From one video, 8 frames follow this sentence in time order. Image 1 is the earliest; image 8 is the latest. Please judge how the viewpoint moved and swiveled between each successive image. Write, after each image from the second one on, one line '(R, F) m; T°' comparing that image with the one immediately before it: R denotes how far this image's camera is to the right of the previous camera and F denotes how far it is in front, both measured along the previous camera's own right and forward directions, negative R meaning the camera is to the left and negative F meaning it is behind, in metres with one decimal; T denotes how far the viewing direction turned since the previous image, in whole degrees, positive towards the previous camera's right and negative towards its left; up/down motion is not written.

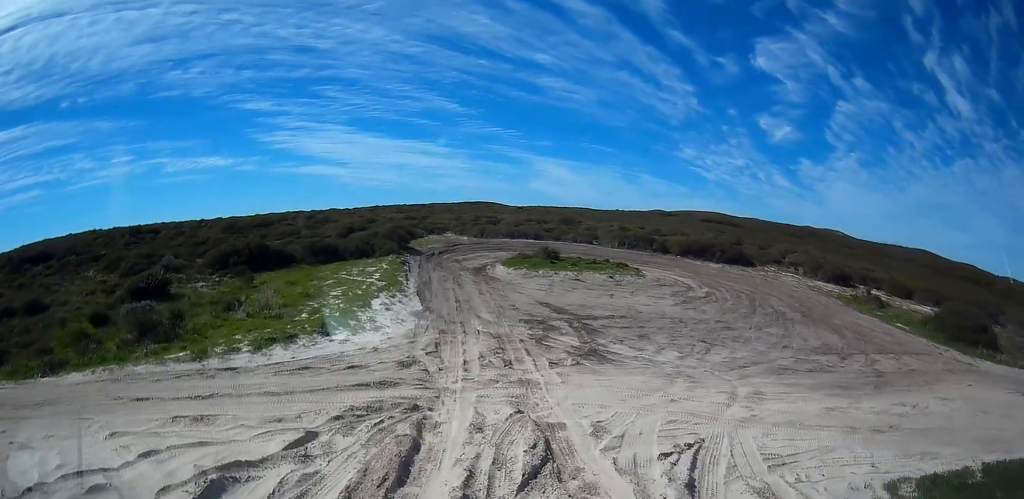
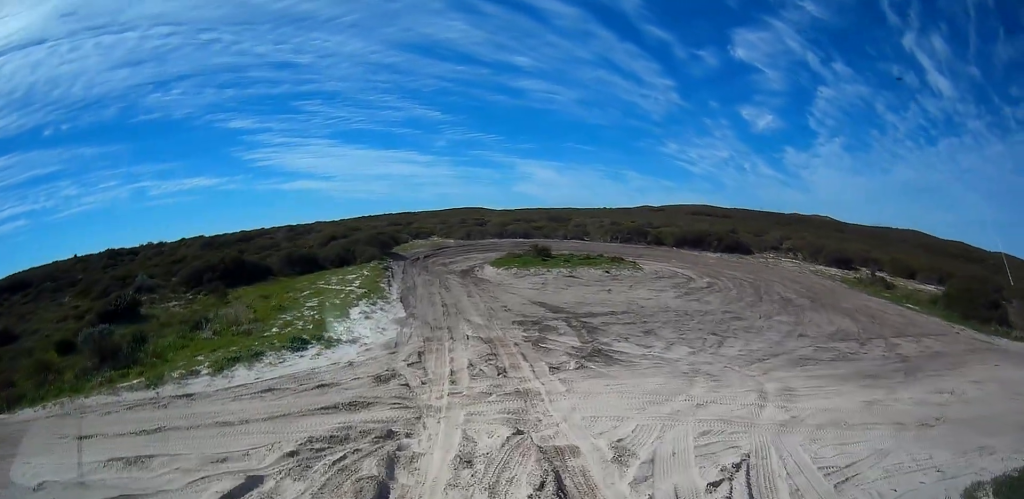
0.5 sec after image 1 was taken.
(+0.1, +1.8) m; 0°
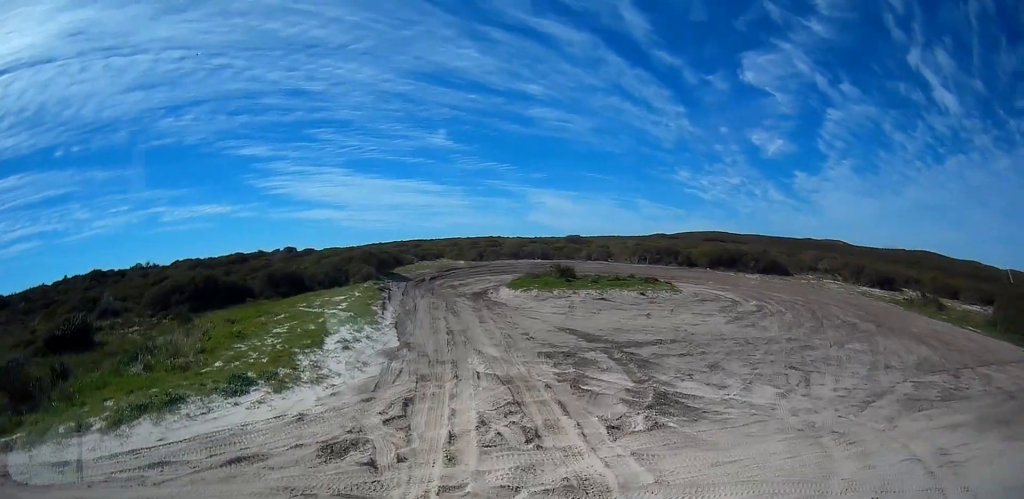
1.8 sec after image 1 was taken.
(-0.1, +4.5) m; -2°
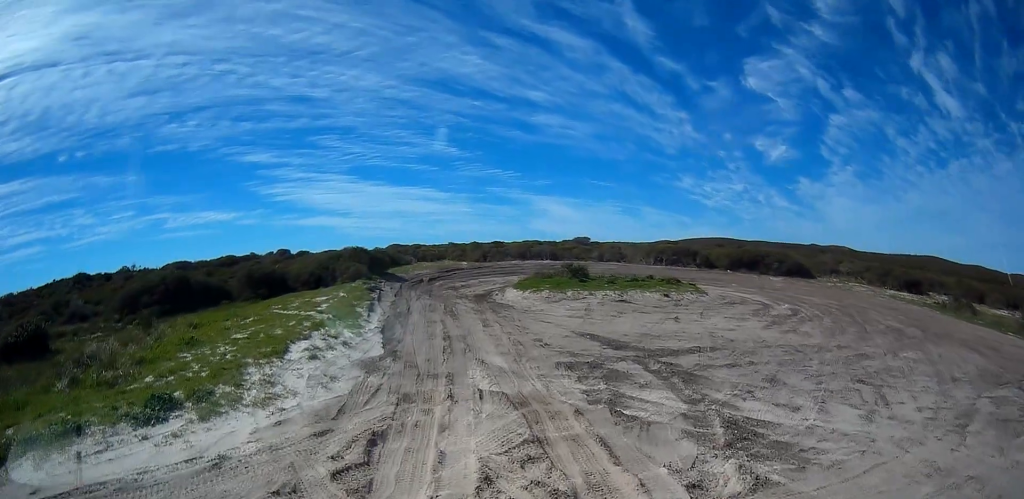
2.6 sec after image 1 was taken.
(0.0, +2.8) m; 0°
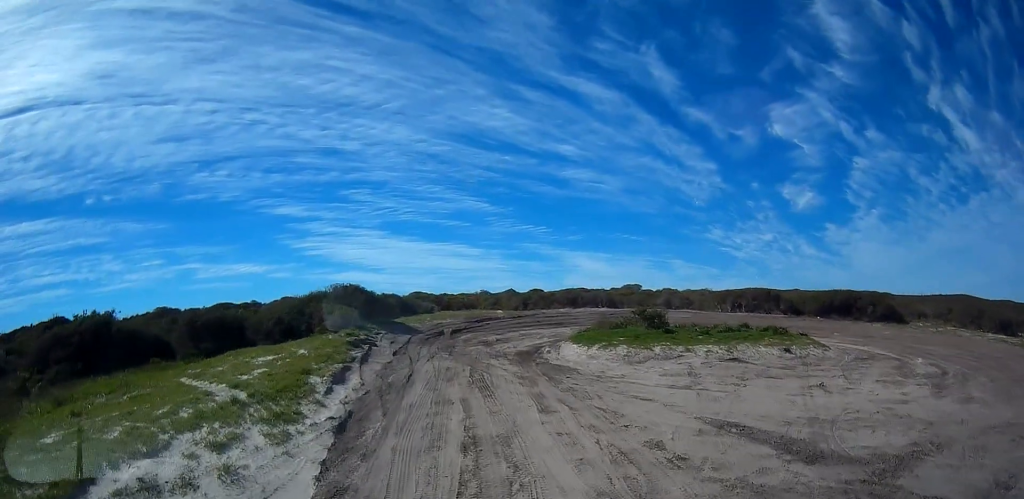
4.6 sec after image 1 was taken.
(+0.4, +7.4) m; +5°
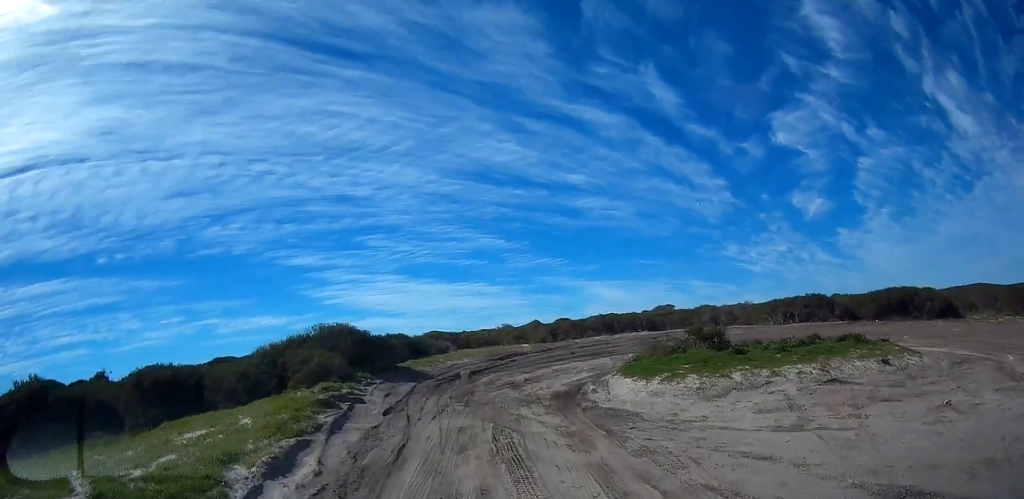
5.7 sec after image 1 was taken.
(0.0, +4.3) m; -9°
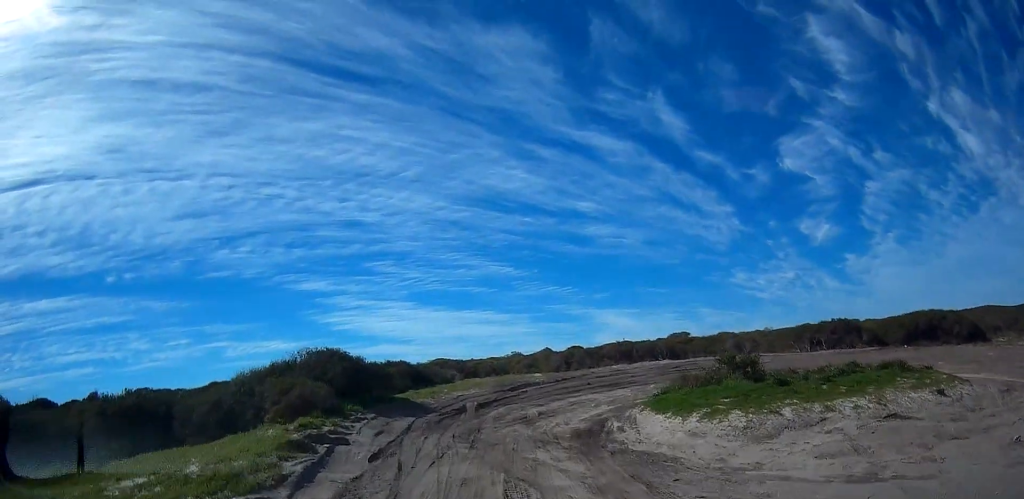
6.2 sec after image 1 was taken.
(-0.2, +1.9) m; -3°
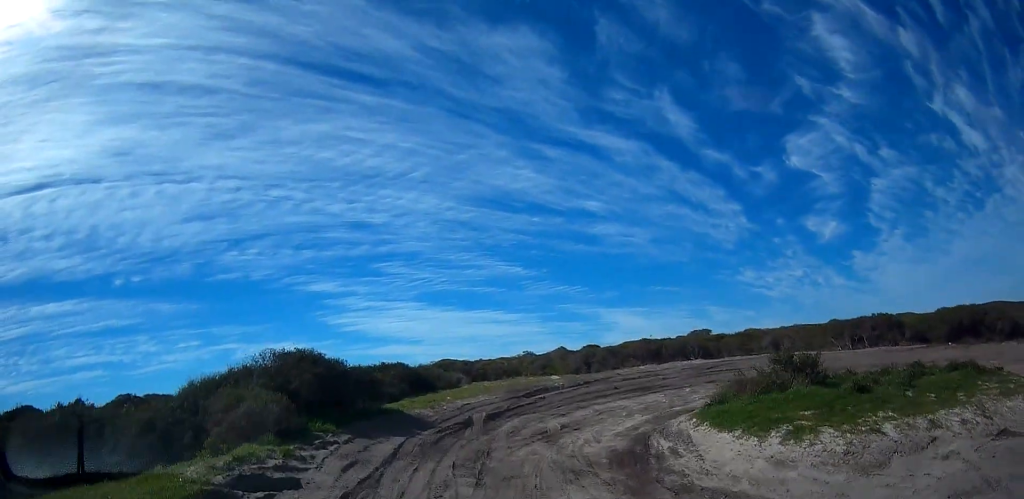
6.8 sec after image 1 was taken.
(-0.4, +2.6) m; -2°
